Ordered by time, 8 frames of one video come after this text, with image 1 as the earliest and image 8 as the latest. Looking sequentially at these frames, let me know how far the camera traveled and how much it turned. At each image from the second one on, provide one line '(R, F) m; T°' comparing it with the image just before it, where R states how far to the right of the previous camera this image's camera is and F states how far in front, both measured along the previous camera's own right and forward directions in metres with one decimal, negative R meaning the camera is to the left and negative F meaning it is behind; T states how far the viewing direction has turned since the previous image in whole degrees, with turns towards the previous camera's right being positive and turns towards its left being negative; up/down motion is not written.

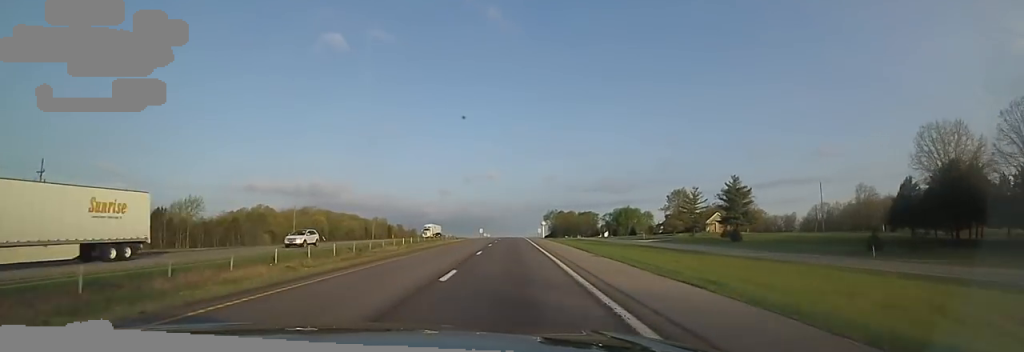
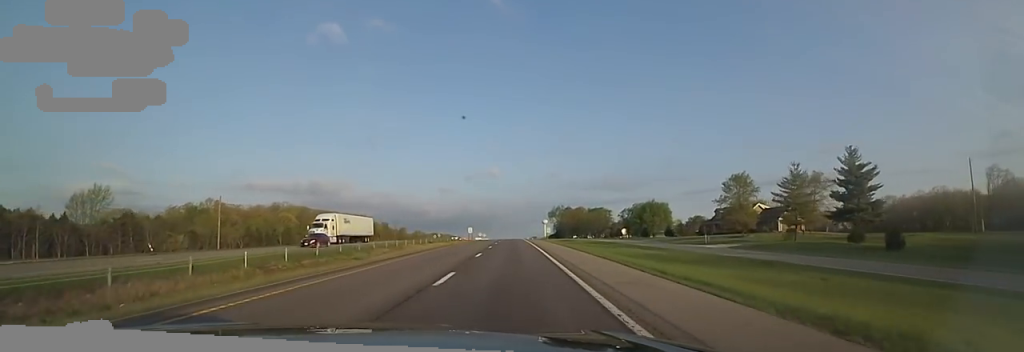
(0.0, +37.3) m; -3°
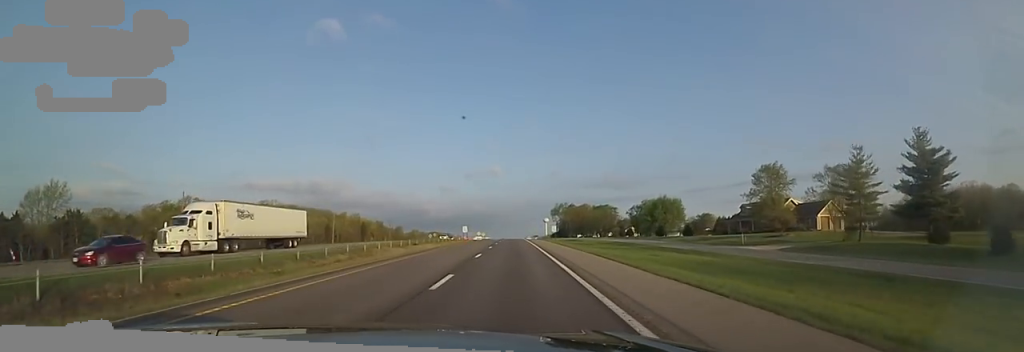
(-0.4, +12.5) m; 0°
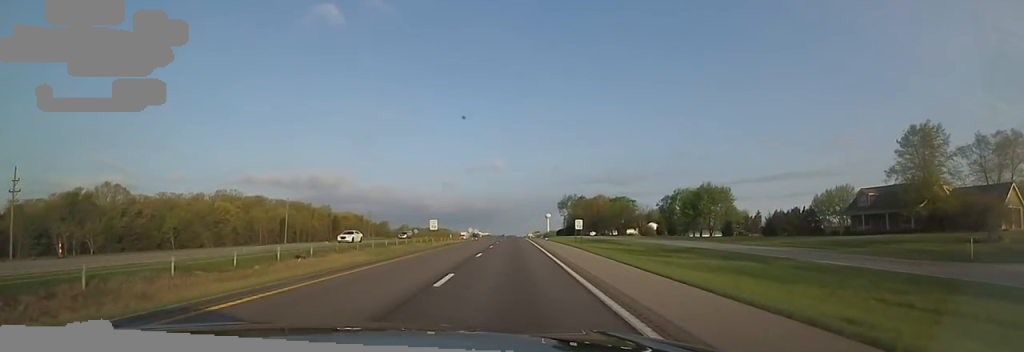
(+0.2, +35.1) m; +1°
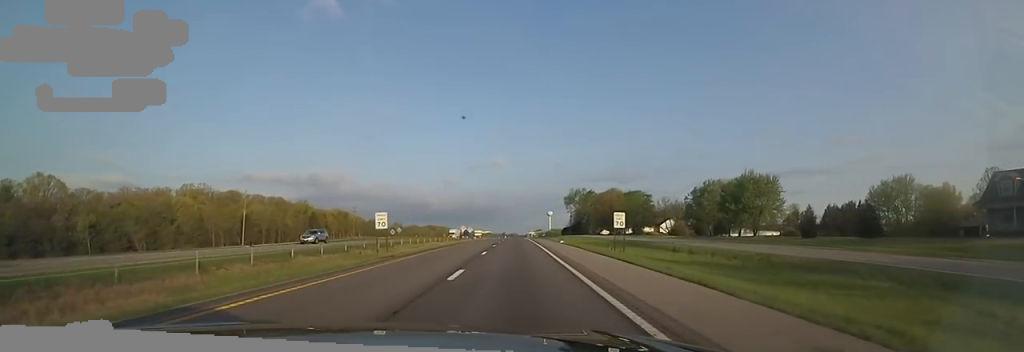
(+0.8, +21.9) m; 0°
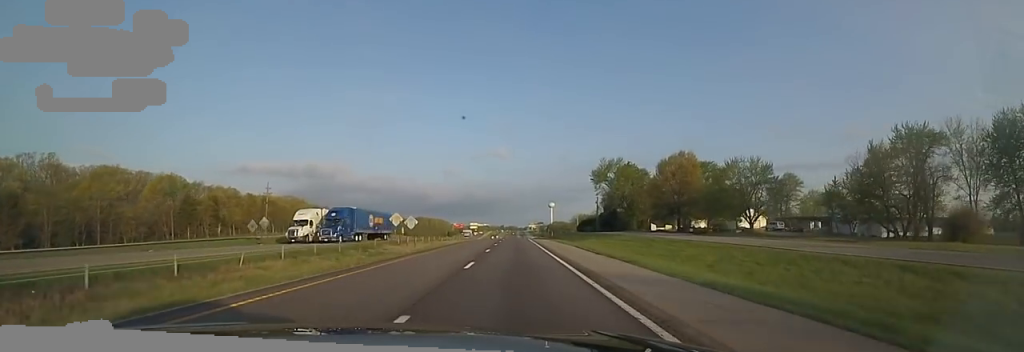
(-2.6, +68.0) m; -3°
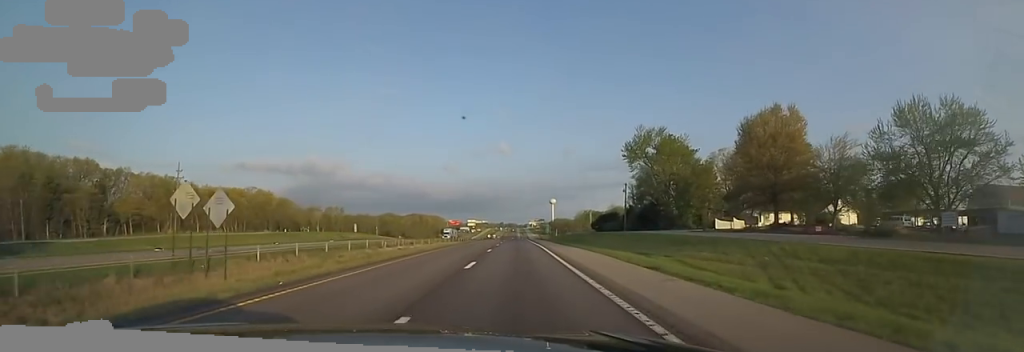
(-0.3, +37.2) m; +1°
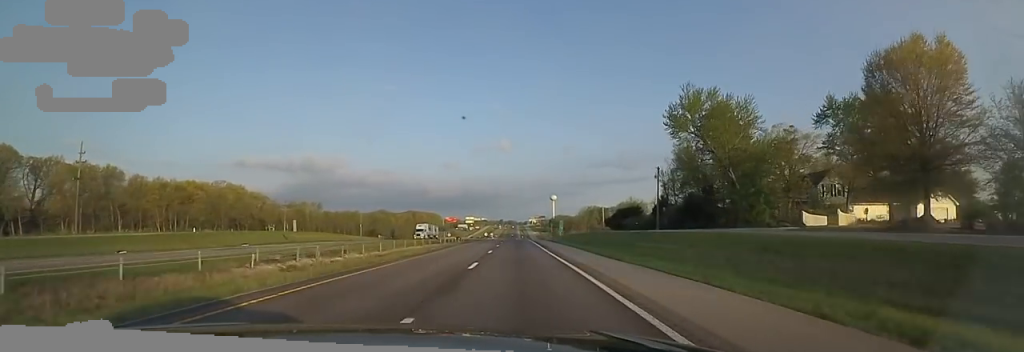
(+0.4, +24.5) m; +1°
